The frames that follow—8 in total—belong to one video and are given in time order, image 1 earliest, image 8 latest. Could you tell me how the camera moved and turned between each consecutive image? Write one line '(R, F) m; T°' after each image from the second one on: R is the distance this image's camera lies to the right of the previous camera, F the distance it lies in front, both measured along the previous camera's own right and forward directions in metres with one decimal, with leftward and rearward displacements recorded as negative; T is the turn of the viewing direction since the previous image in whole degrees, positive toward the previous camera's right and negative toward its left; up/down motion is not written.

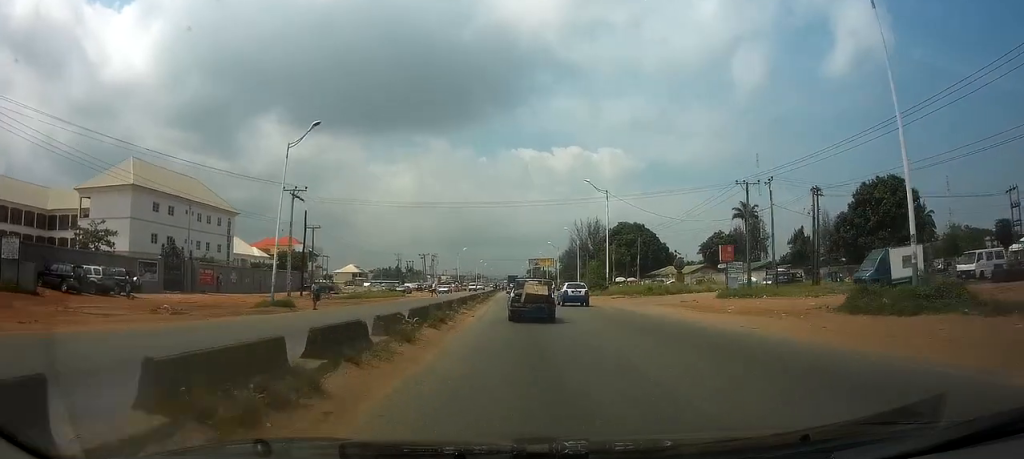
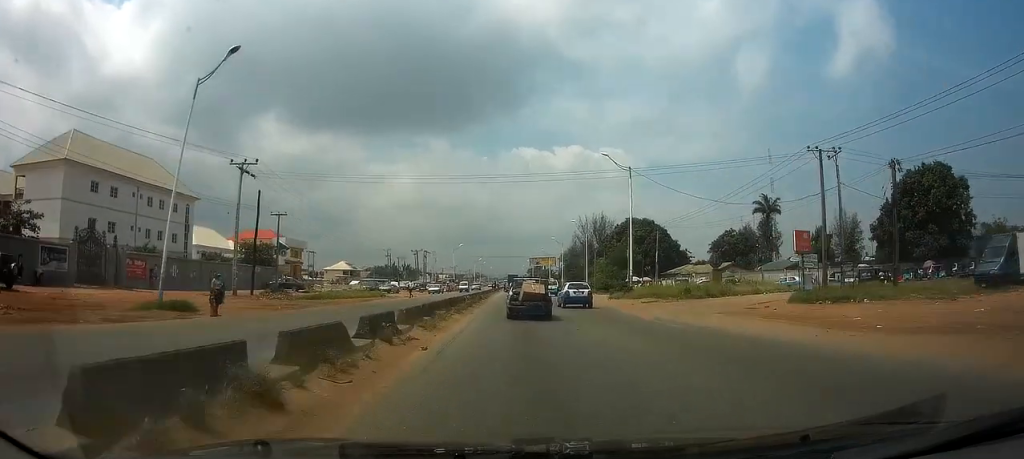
(0.0, +11.9) m; 0°
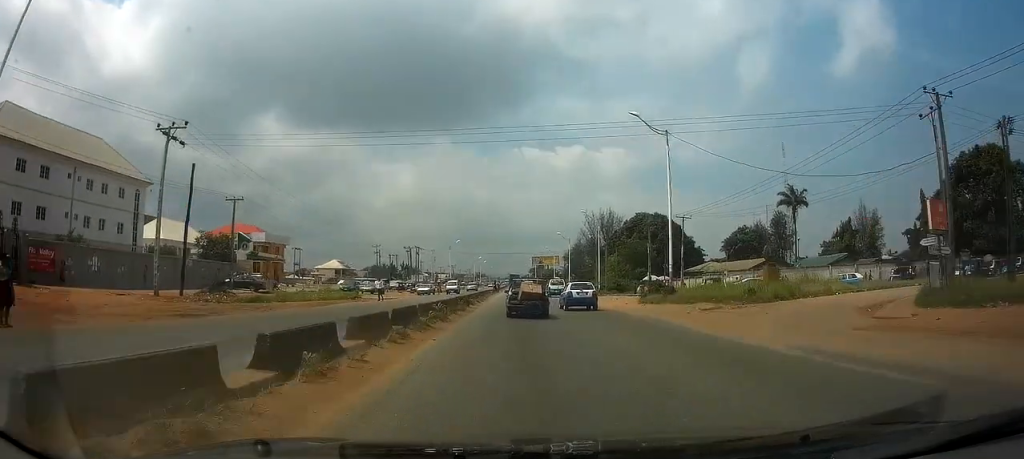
(0.0, +11.5) m; 0°
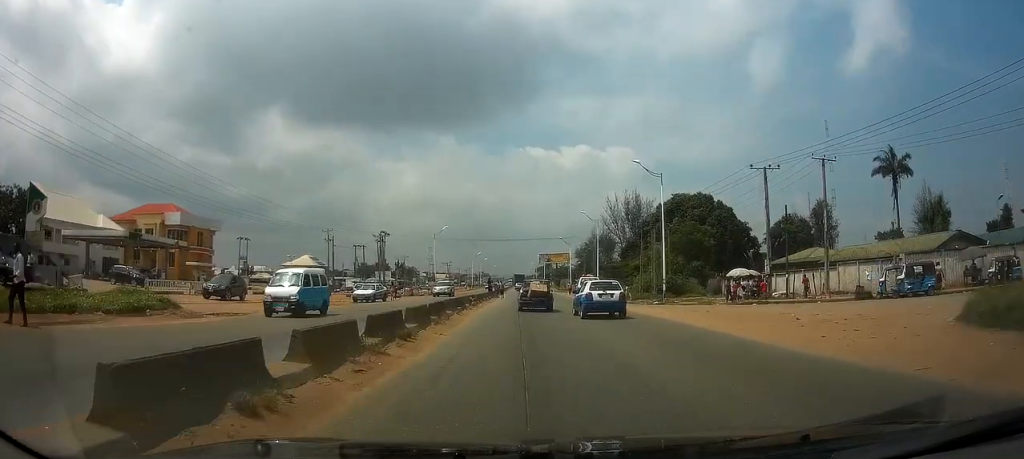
(-0.2, +32.3) m; 0°
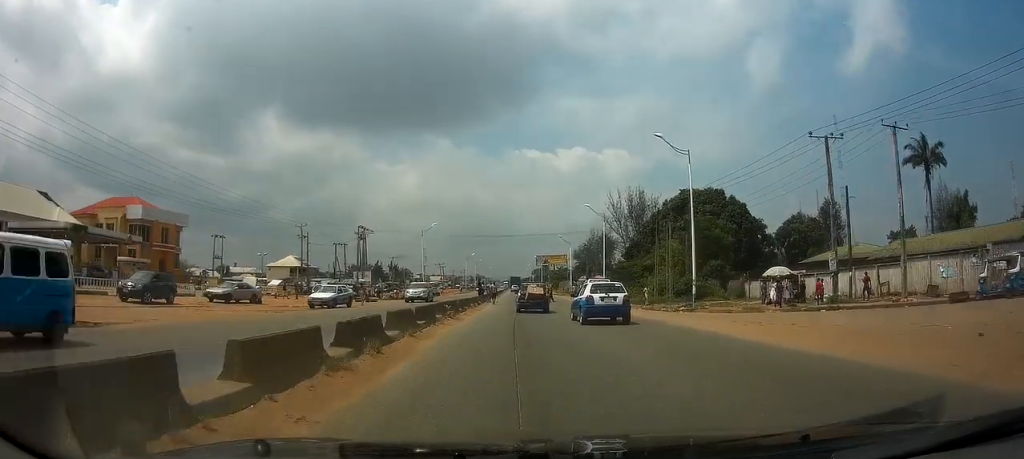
(0.0, +8.6) m; 0°
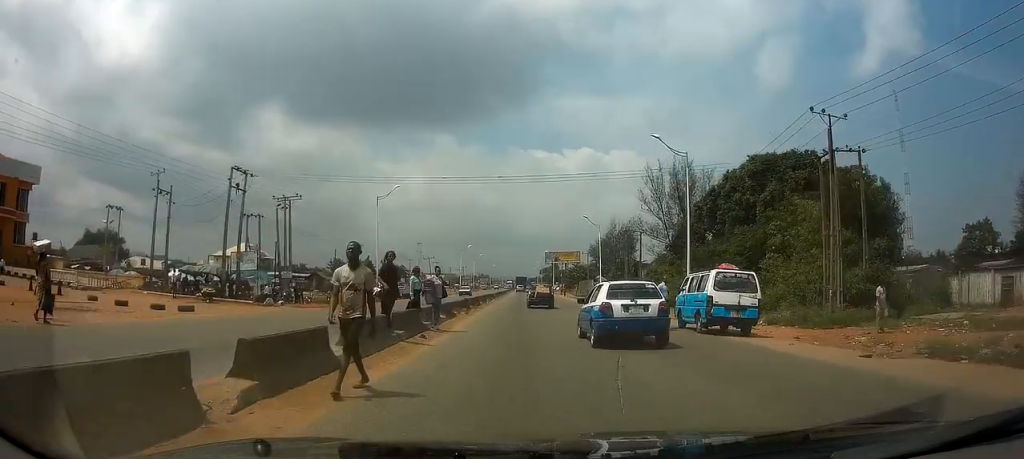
(+0.1, +32.4) m; -1°
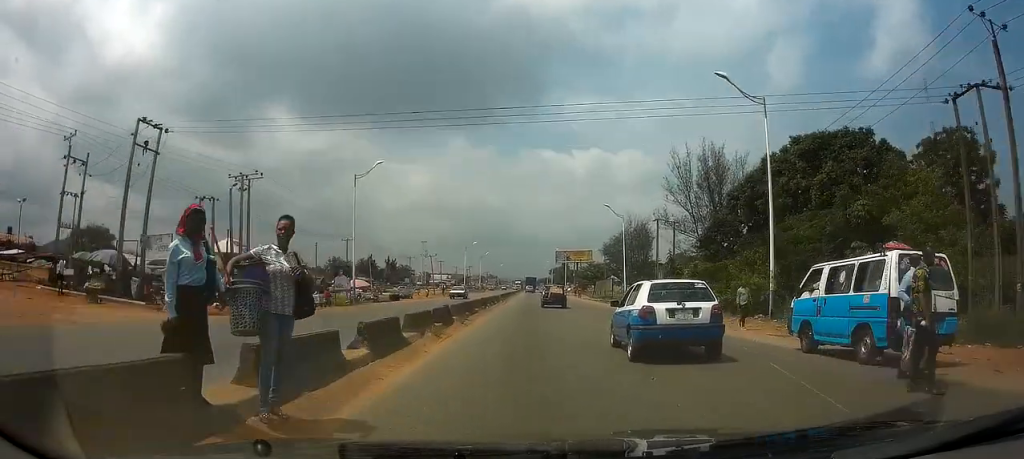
(-0.2, +11.6) m; 0°
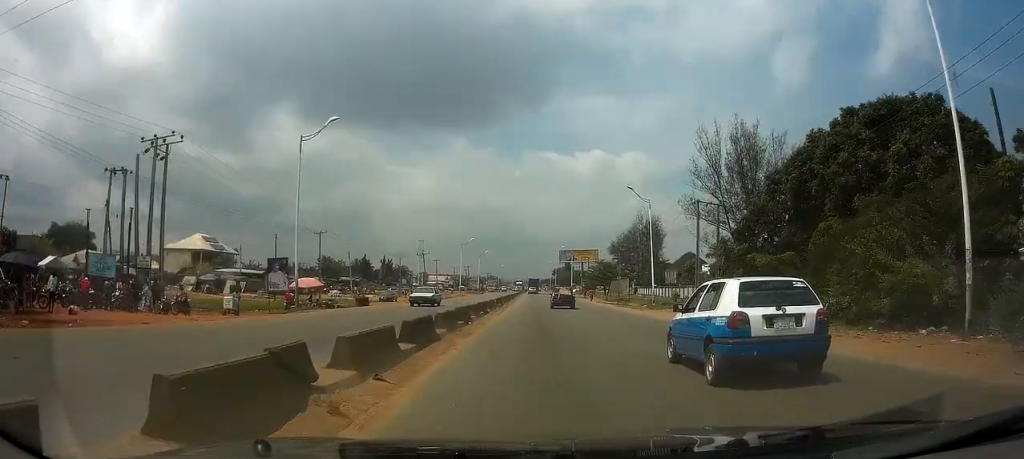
(-0.1, +12.5) m; 0°
